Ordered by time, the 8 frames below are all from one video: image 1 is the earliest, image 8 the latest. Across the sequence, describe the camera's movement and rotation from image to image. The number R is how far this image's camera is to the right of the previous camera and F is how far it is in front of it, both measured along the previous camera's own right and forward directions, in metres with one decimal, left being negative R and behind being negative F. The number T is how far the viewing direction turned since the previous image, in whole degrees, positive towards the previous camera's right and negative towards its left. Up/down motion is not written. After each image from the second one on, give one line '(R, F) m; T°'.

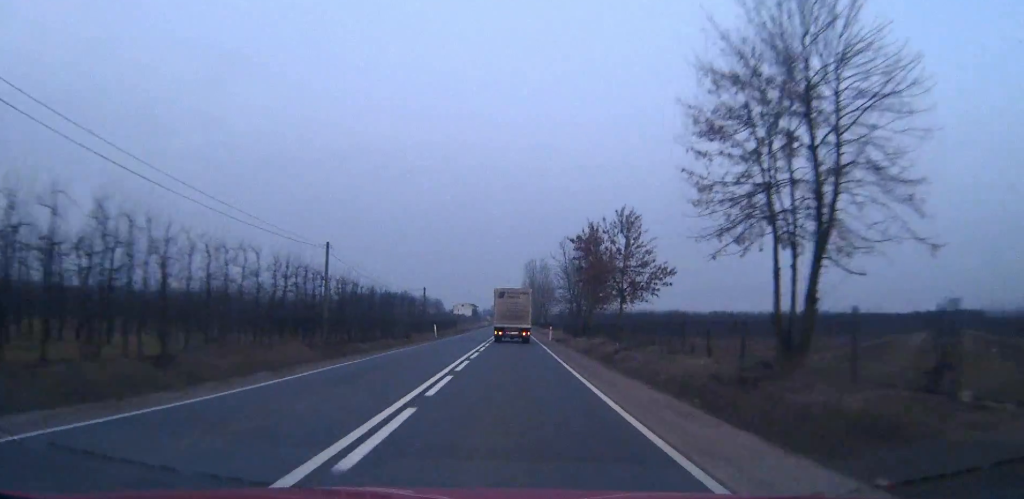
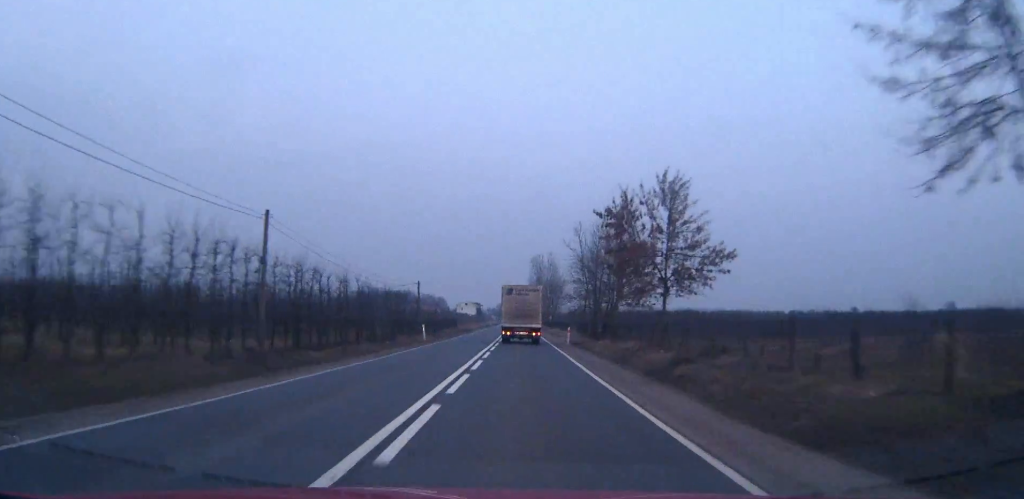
(+0.1, +11.4) m; 0°
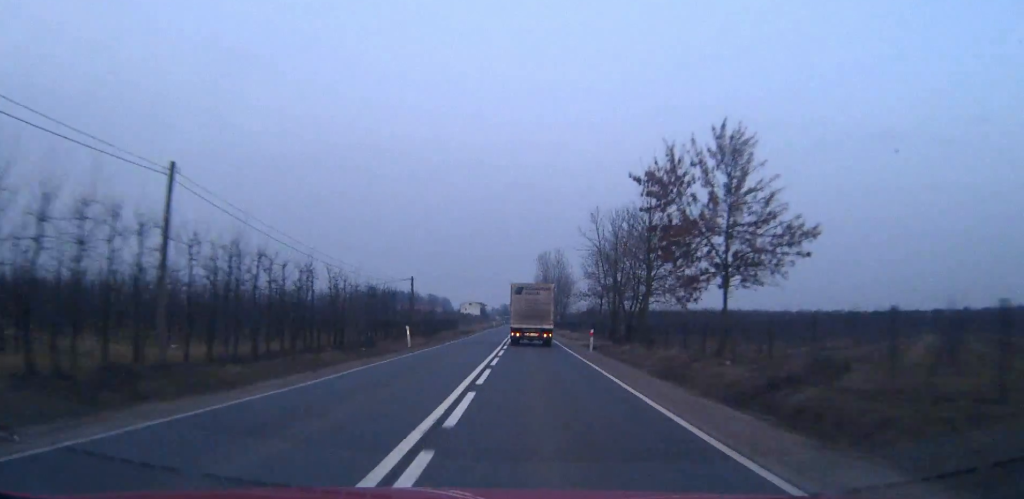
(+0.1, +9.2) m; 0°
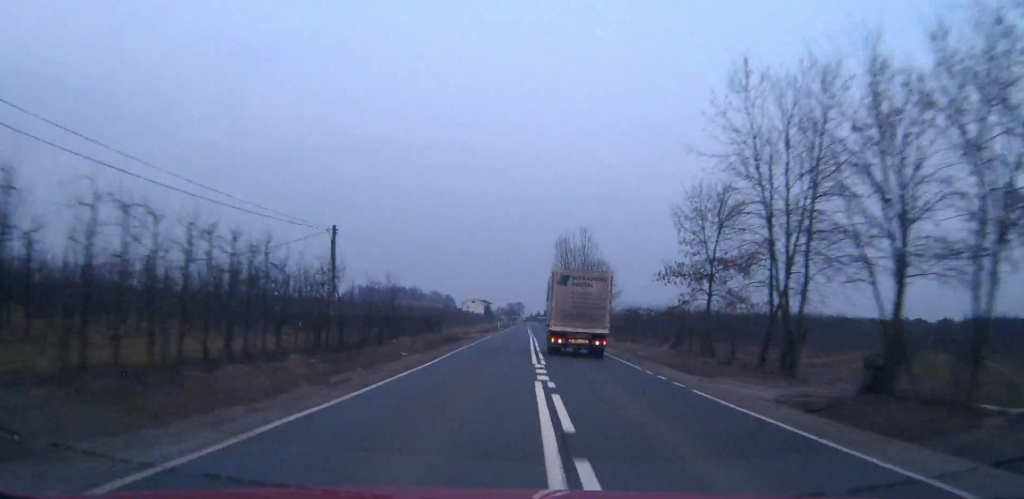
(-0.3, +35.4) m; -1°
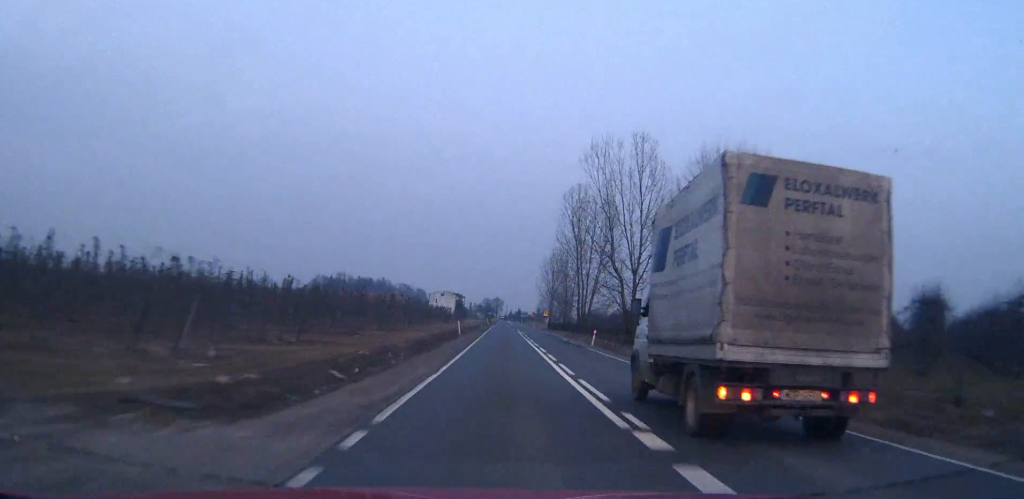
(+0.4, +60.8) m; +1°
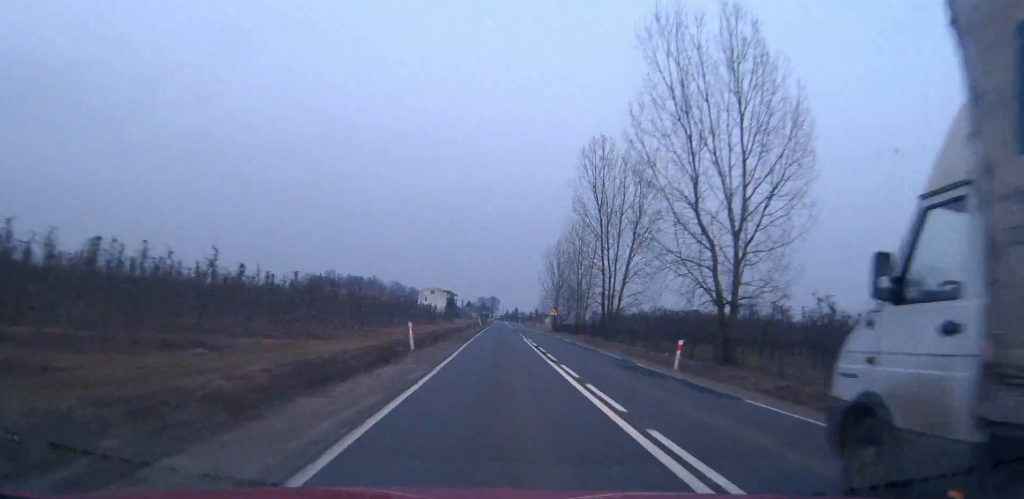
(+0.1, +25.3) m; 0°
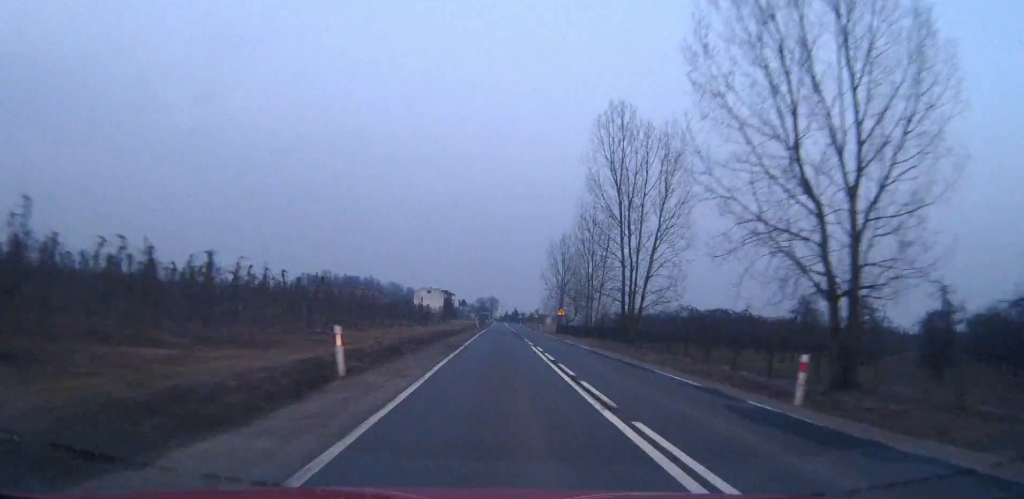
(0.0, +11.1) m; 0°
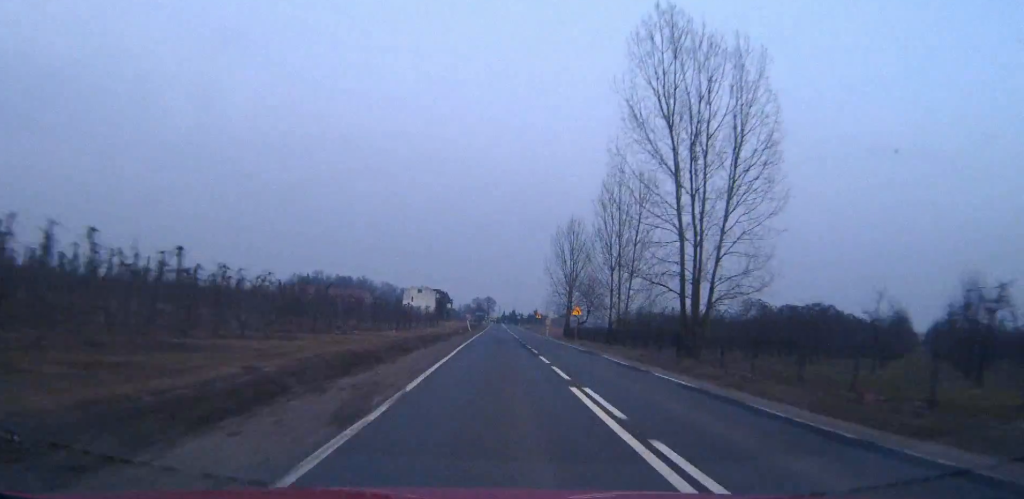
(0.0, +19.0) m; 0°
